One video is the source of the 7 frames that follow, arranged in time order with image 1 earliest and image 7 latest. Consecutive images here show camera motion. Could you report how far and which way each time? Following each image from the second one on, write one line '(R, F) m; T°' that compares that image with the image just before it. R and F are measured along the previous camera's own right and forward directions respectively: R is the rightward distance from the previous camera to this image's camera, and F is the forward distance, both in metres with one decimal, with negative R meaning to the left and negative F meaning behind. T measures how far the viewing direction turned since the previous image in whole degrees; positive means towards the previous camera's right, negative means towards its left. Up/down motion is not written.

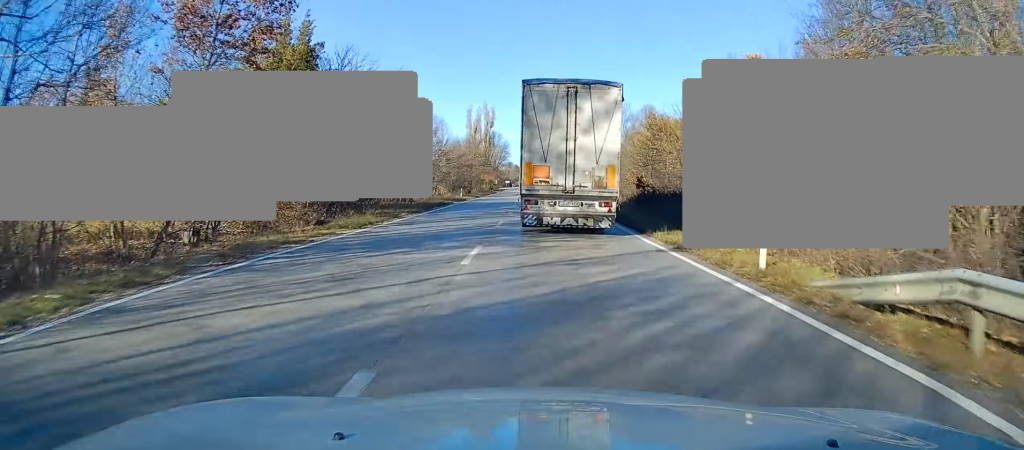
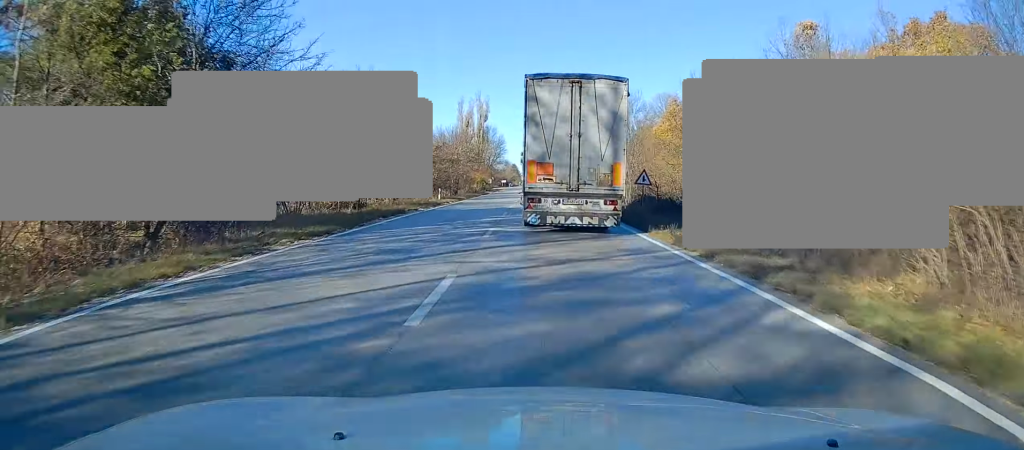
(-0.2, +13.4) m; 0°
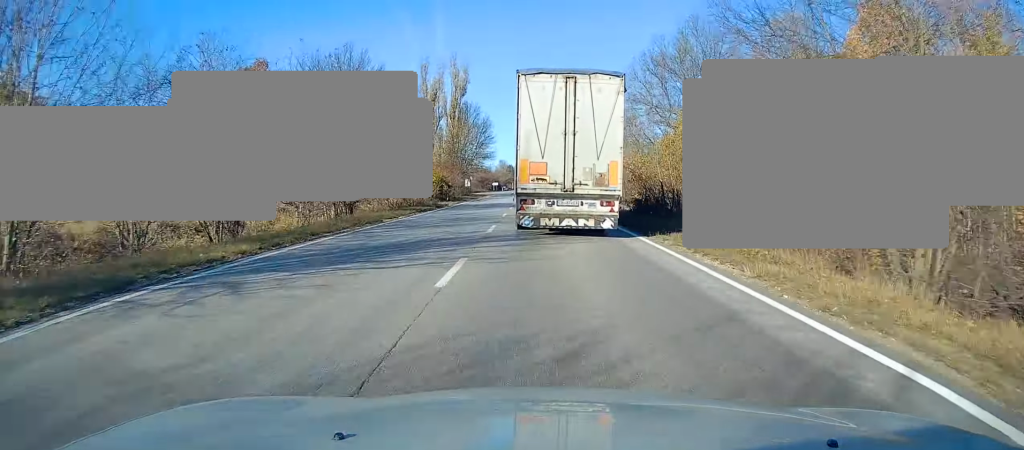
(+0.2, +43.2) m; 0°
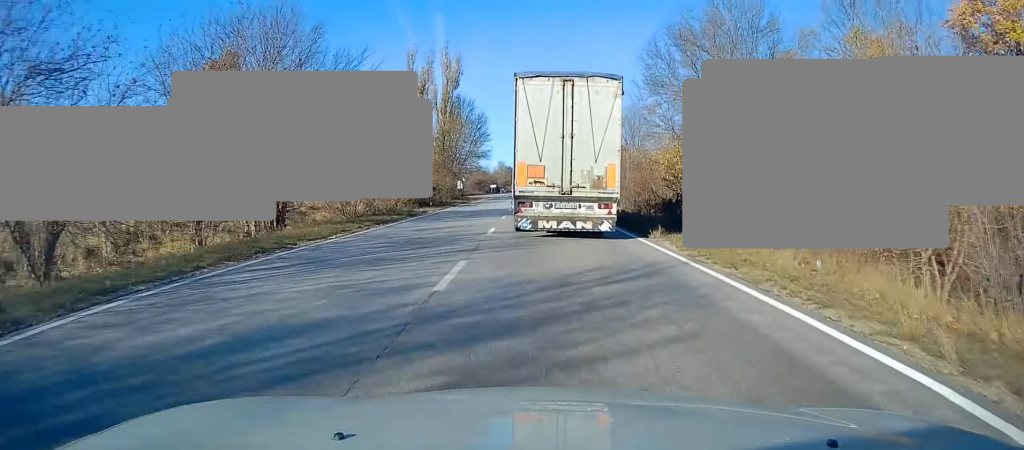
(0.0, +9.3) m; 0°
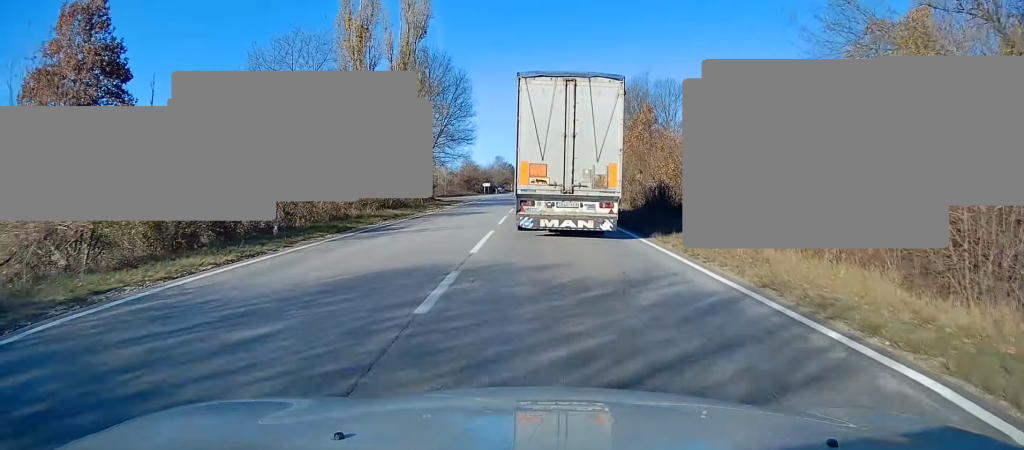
(+0.3, +28.1) m; 0°
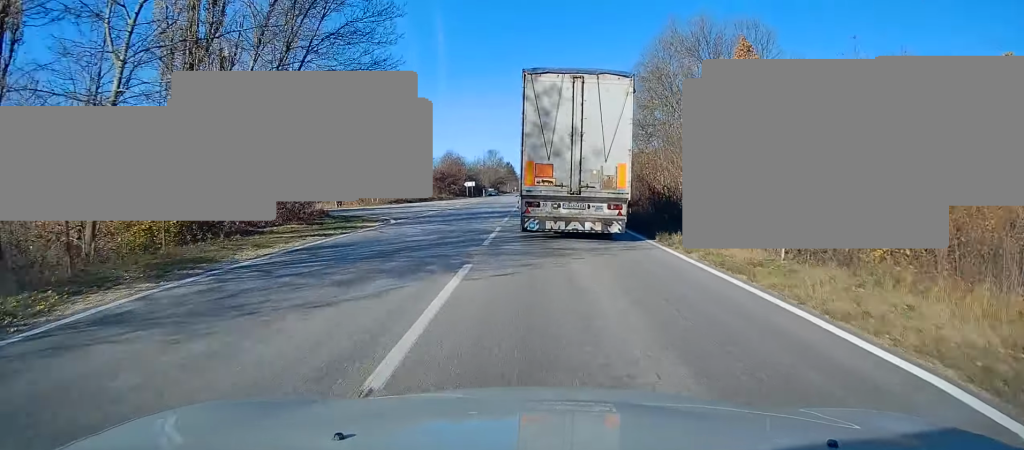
(-0.4, +33.9) m; -1°
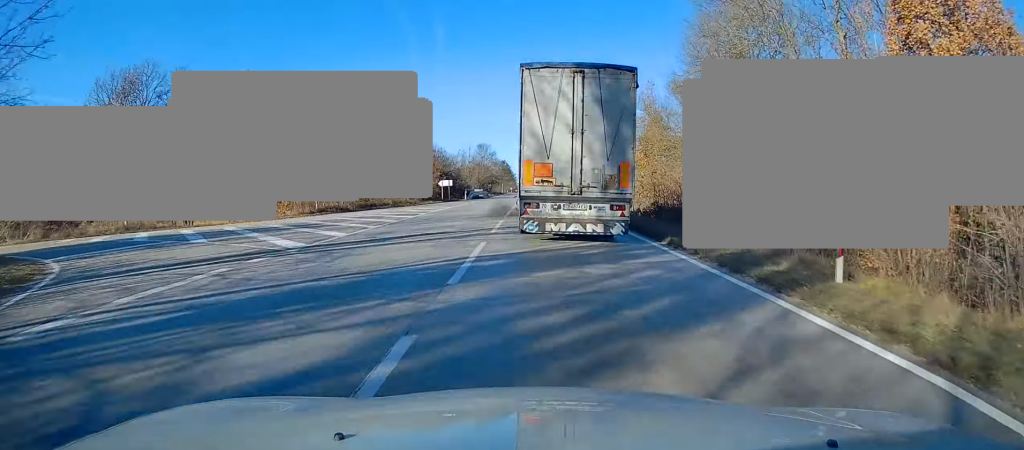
(0.0, +22.6) m; +1°
